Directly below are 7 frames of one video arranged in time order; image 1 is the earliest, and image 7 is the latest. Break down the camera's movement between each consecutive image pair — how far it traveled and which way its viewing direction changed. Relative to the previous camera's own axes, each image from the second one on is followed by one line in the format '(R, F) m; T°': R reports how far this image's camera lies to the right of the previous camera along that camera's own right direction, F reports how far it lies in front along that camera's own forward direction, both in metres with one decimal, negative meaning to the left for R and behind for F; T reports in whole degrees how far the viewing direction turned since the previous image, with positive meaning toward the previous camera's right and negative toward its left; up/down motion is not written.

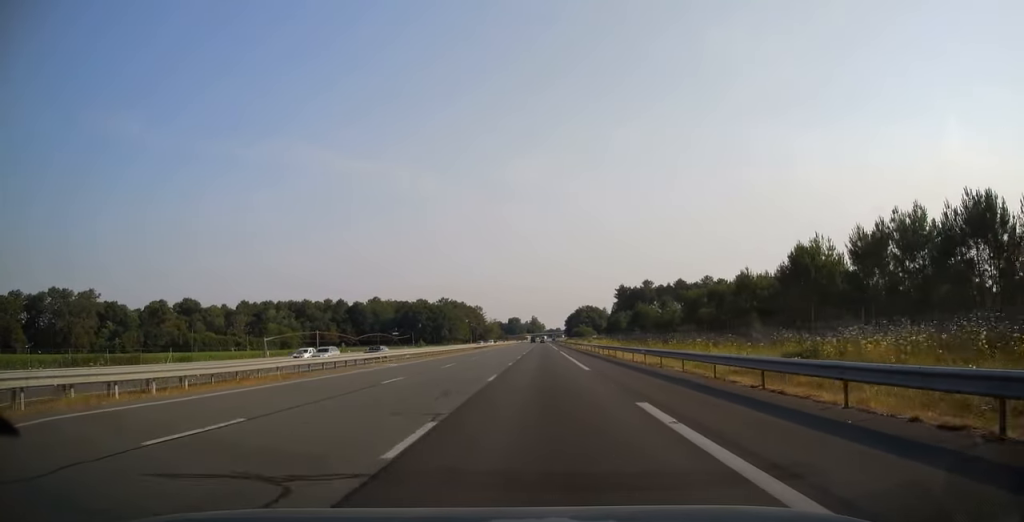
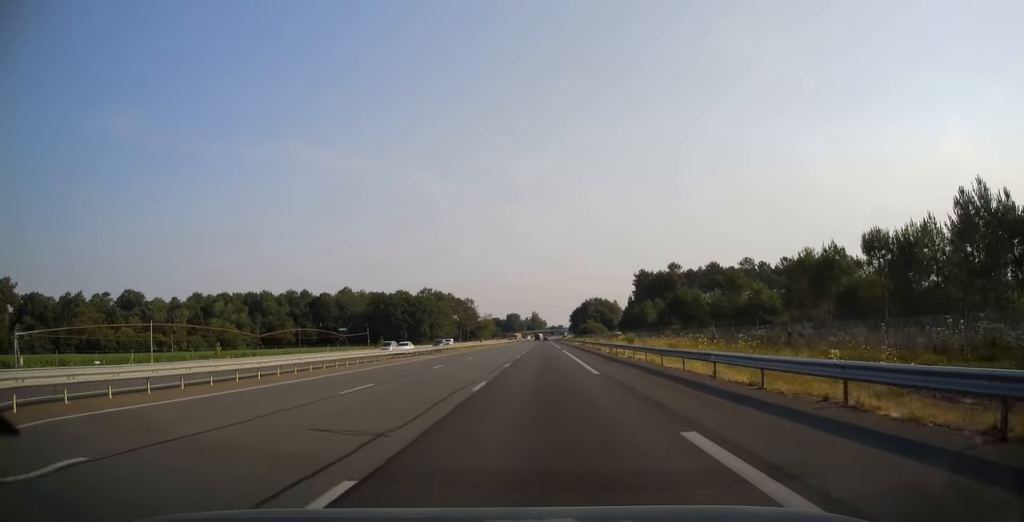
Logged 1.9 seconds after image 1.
(-0.1, +56.0) m; 0°
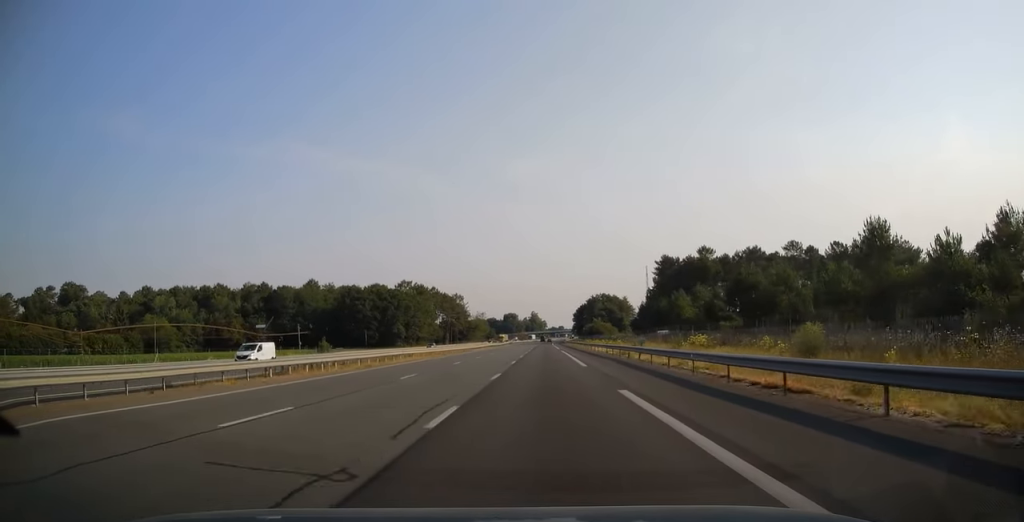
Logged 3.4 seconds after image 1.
(0.0, +45.2) m; 0°
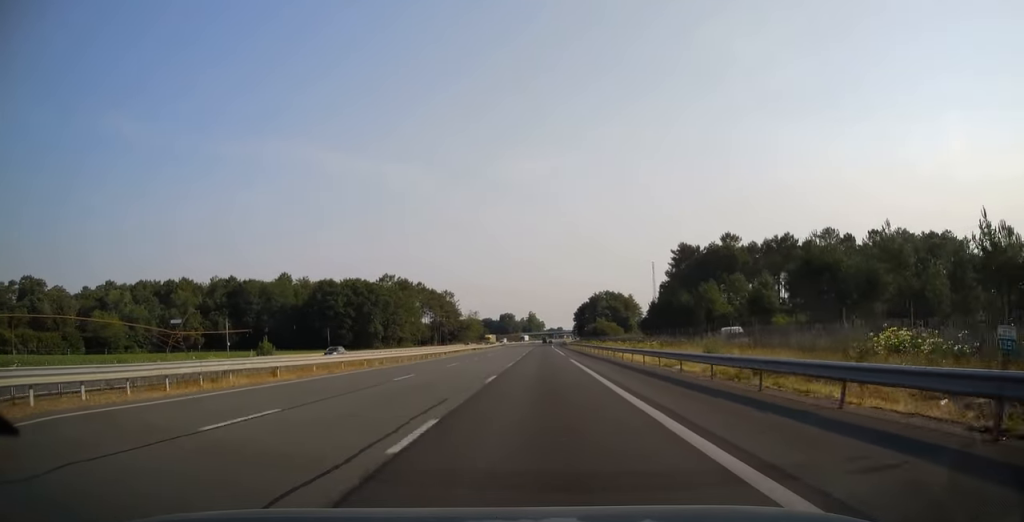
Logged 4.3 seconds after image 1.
(0.0, +26.5) m; 0°
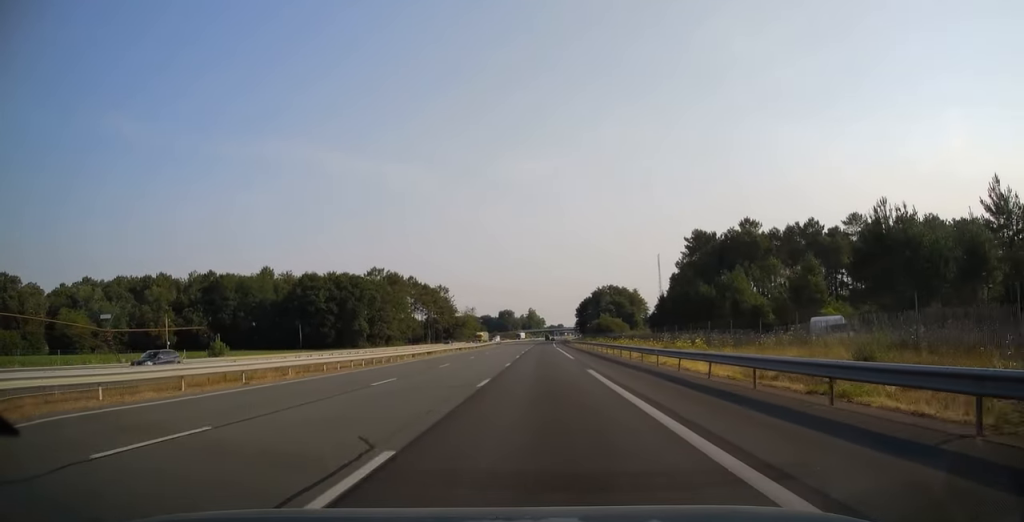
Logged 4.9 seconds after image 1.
(0.0, +15.7) m; 0°
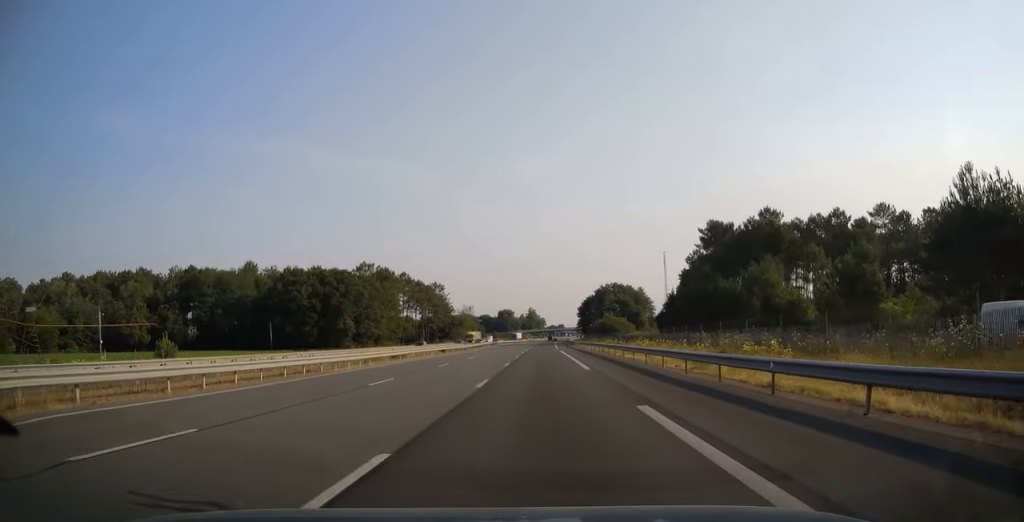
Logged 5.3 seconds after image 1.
(0.0, +13.3) m; 0°
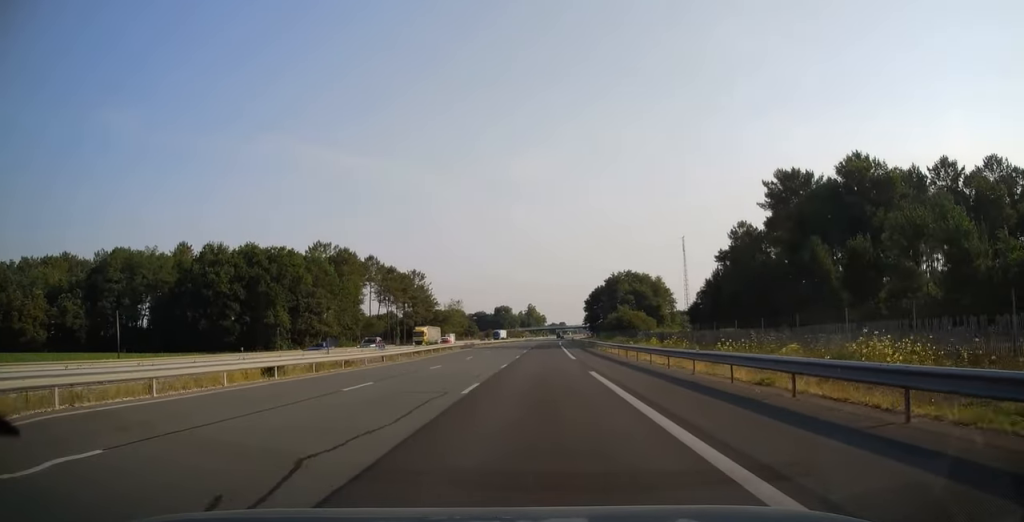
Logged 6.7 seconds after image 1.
(+0.1, +41.3) m; 0°
